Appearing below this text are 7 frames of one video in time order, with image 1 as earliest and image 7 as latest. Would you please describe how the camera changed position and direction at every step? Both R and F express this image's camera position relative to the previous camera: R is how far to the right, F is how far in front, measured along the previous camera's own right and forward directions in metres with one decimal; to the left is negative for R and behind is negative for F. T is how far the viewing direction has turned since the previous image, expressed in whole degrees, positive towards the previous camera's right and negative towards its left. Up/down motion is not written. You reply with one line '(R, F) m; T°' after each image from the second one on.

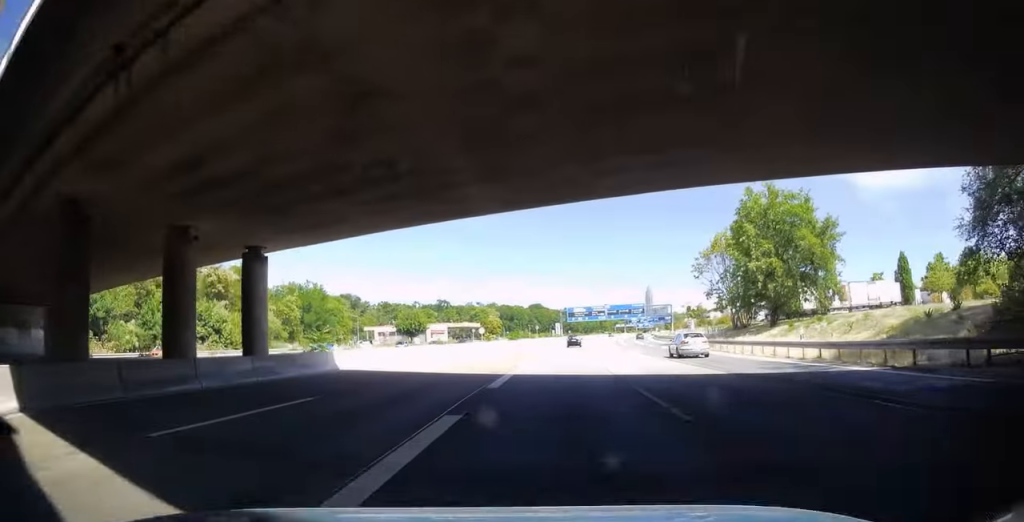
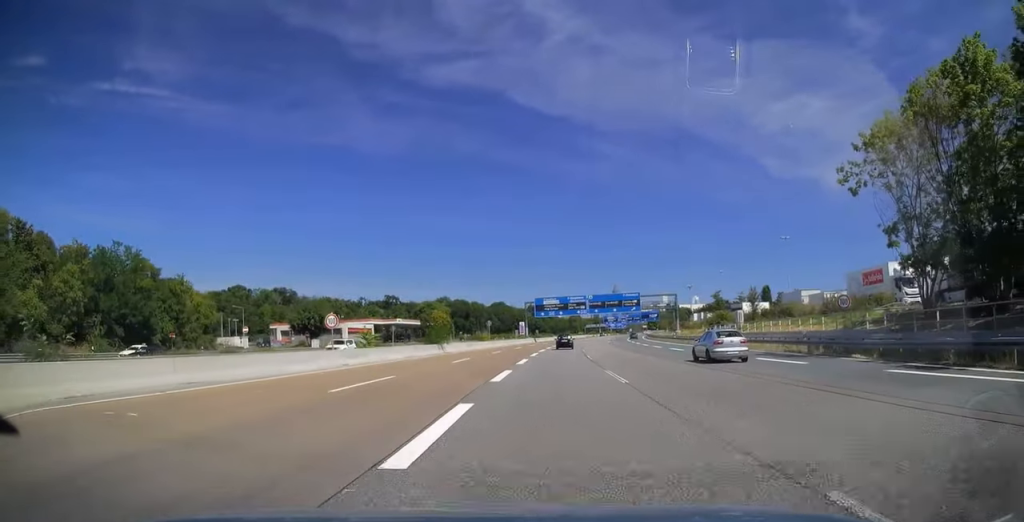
(+1.6, +45.5) m; +4°
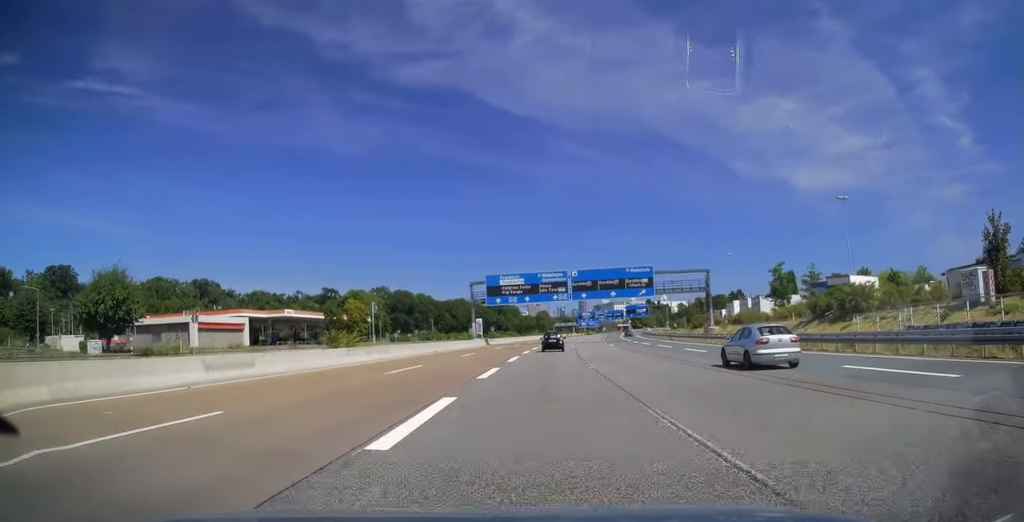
(+1.3, +46.8) m; +3°
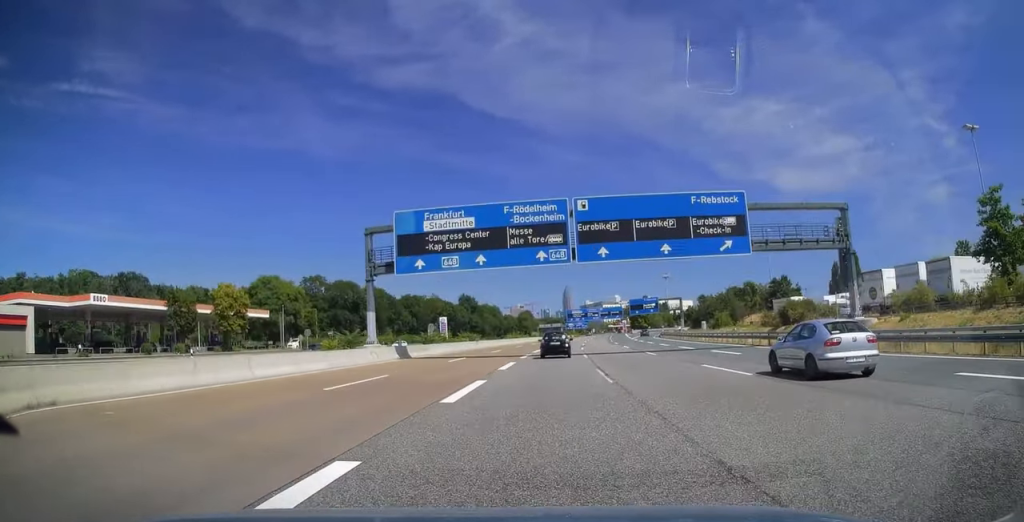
(+1.2, +42.8) m; +3°
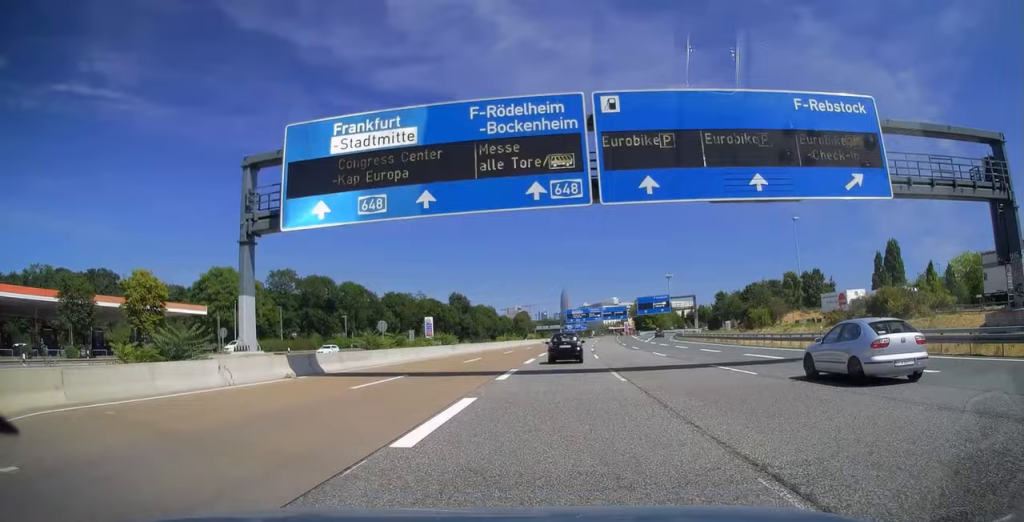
(+0.3, +17.0) m; 0°
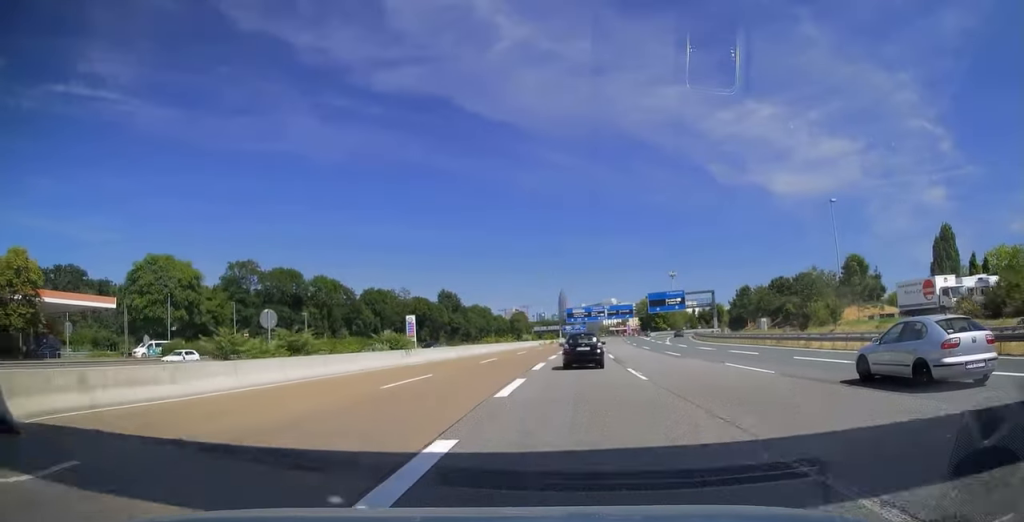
(-0.2, +17.3) m; 0°
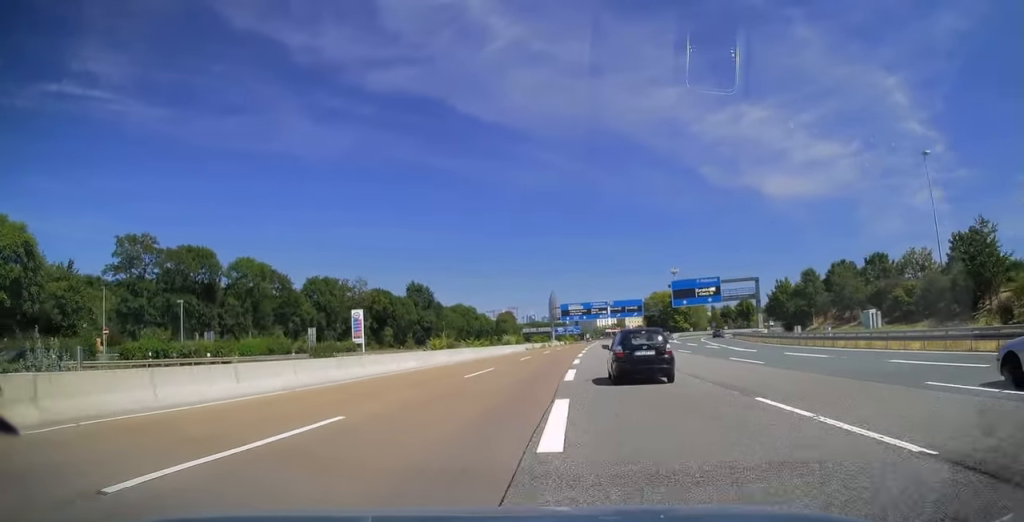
(+0.2, +30.5) m; +1°
